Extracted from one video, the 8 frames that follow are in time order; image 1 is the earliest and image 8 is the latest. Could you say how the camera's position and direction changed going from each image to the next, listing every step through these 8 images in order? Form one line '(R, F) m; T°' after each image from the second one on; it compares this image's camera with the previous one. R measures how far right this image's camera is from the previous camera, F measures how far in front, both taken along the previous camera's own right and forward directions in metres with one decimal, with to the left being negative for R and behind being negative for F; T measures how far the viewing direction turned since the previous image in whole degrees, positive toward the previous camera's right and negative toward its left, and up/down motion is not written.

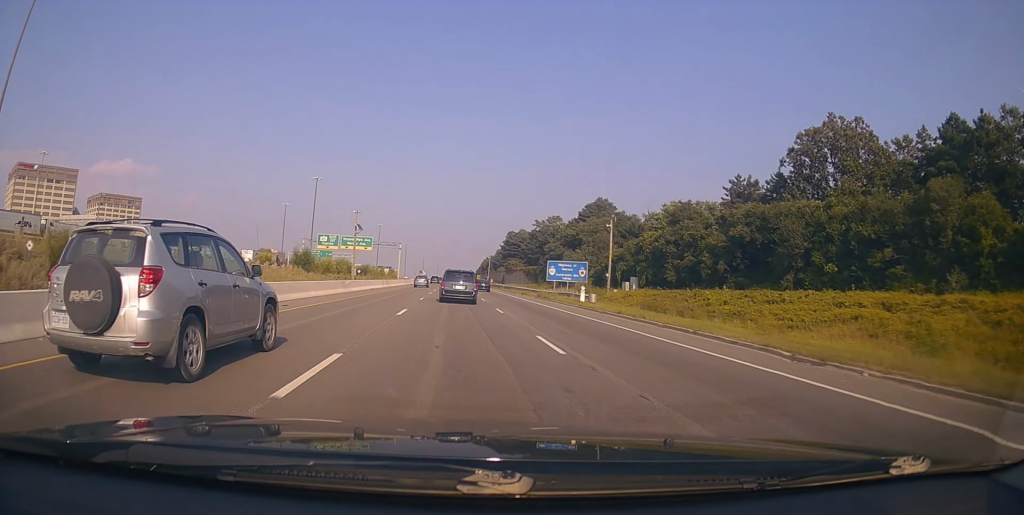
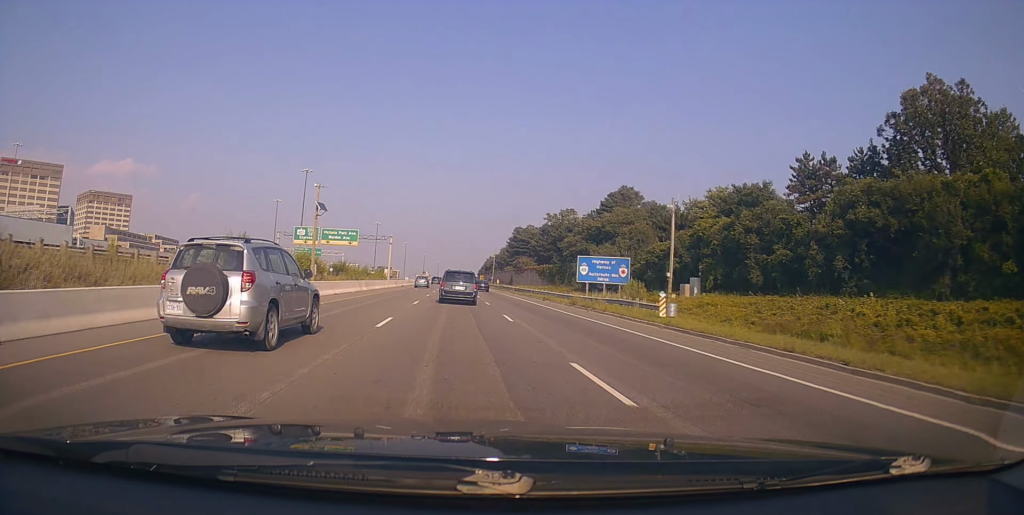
(+0.3, +16.9) m; 0°
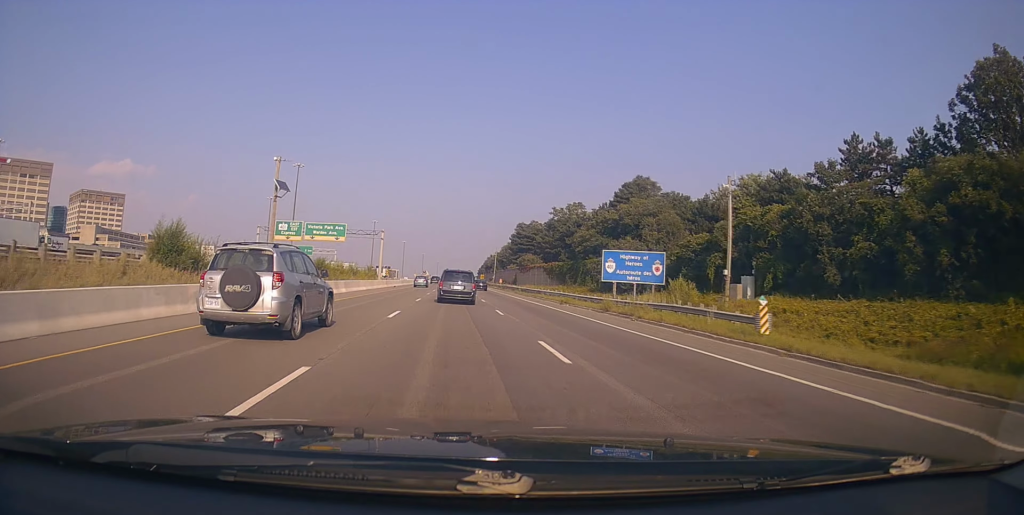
(+0.2, +9.5) m; 0°
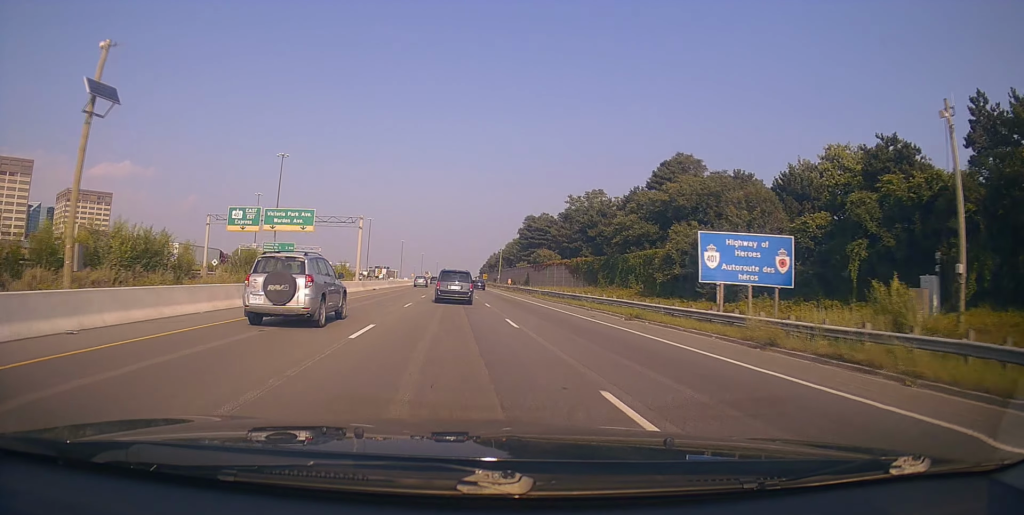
(-0.4, +18.1) m; -1°
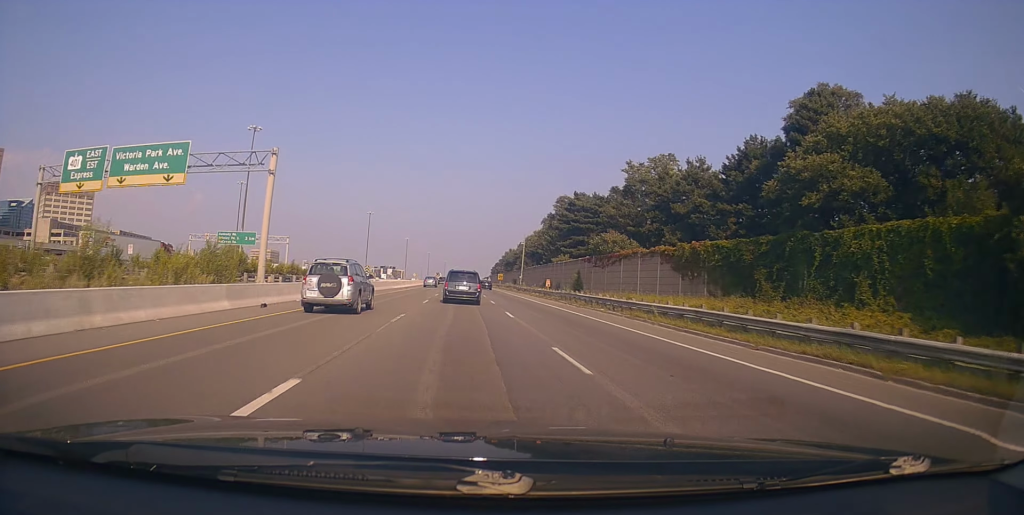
(-0.1, +32.2) m; -1°
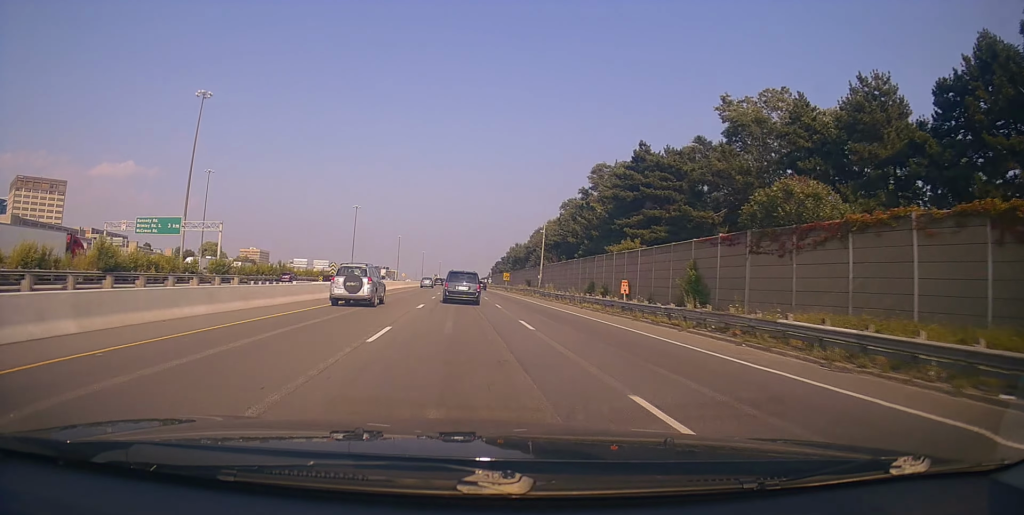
(-0.5, +29.5) m; 0°
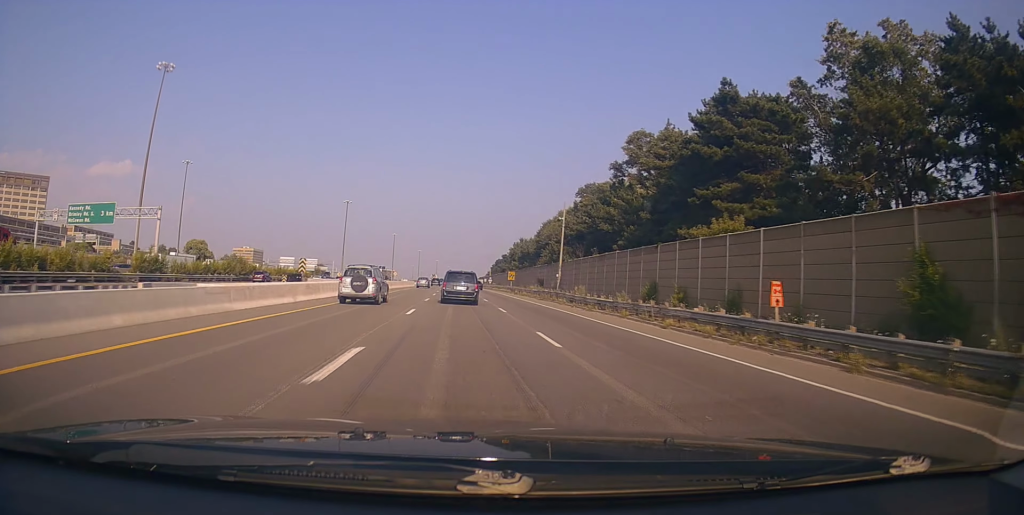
(+0.4, +16.5) m; +1°
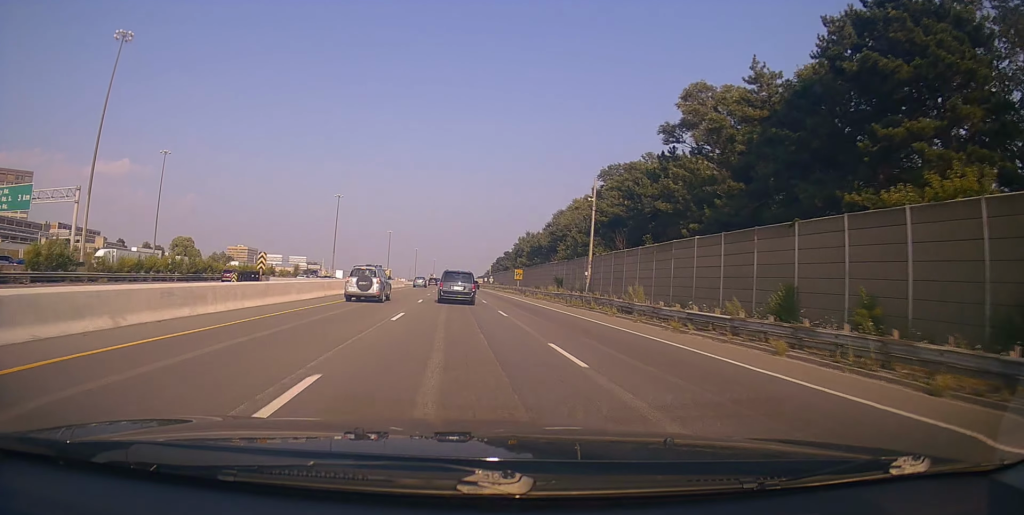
(+0.3, +15.1) m; +1°
